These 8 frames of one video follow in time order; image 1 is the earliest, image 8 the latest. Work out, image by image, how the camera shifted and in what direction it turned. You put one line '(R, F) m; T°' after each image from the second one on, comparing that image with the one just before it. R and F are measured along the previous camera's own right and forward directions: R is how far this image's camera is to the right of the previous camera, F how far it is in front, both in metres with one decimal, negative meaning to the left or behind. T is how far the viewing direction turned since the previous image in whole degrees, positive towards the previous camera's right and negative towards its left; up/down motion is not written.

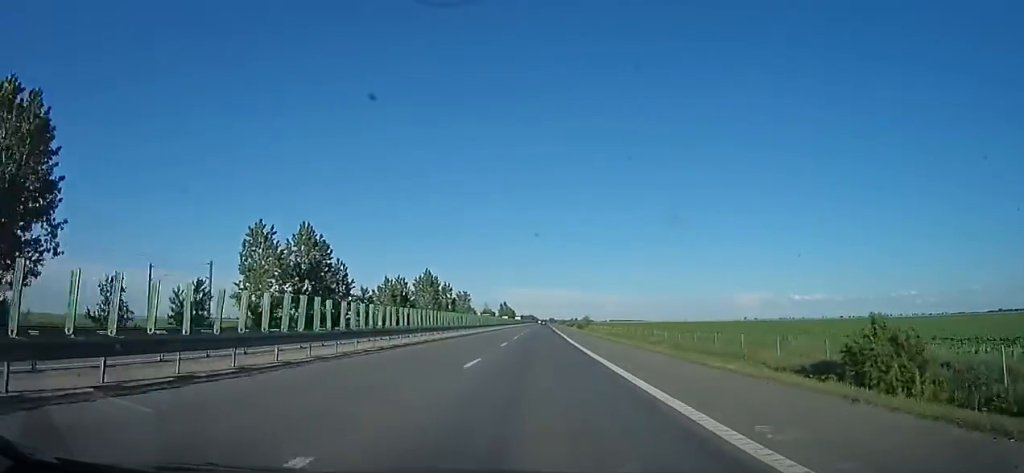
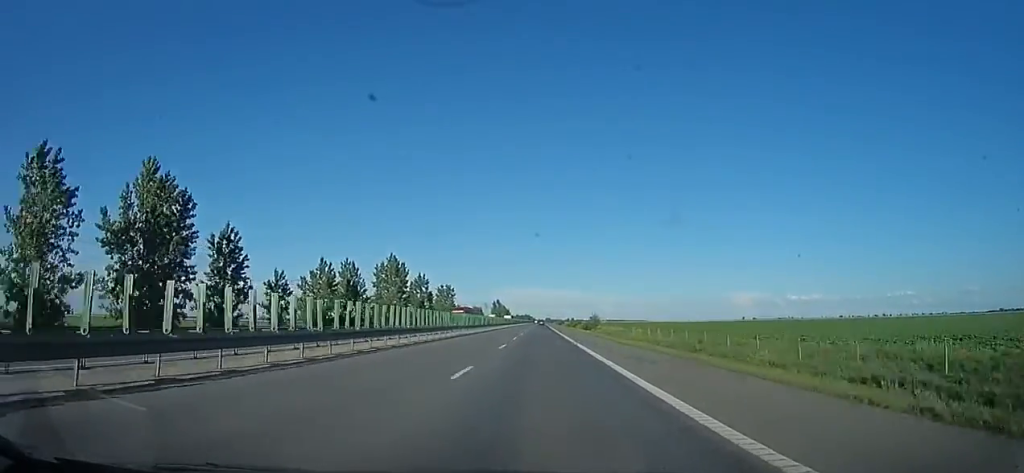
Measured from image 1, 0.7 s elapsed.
(+0.1, +26.6) m; 0°
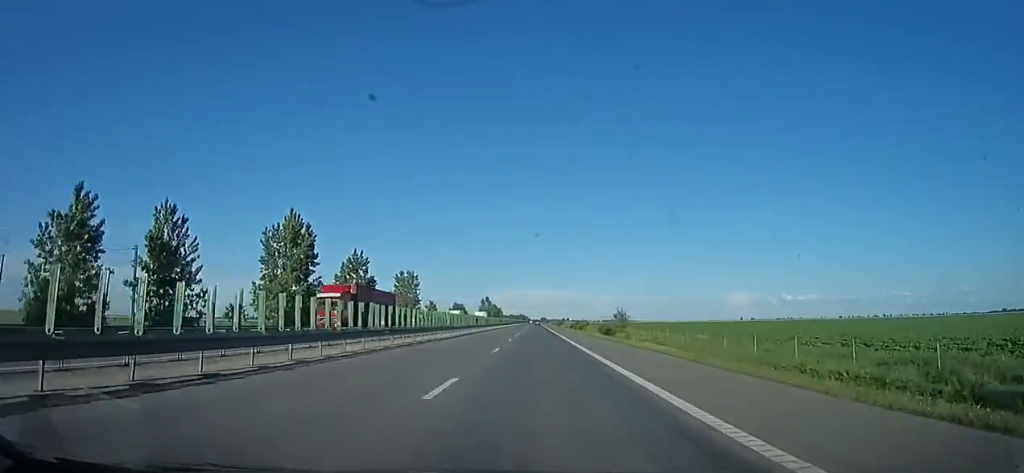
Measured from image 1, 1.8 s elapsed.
(0.0, +38.6) m; 0°
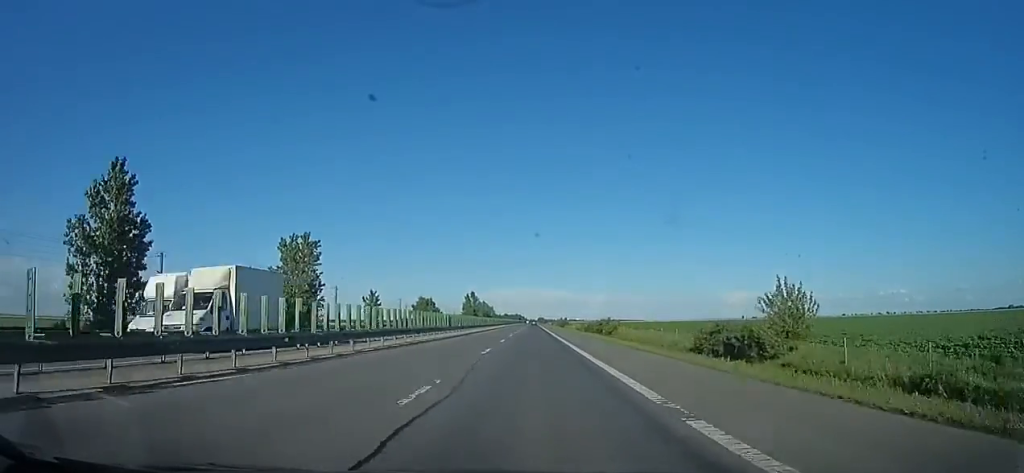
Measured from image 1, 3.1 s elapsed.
(0.0, +48.1) m; 0°
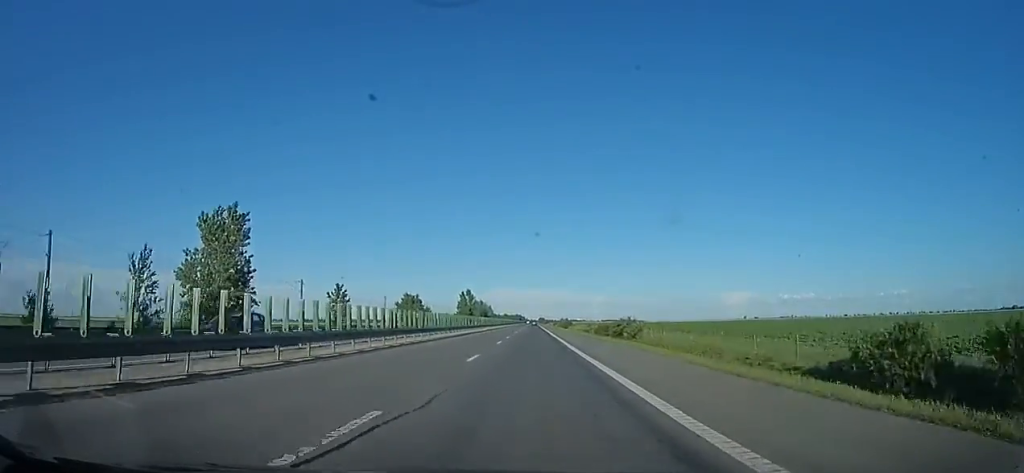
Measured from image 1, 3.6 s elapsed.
(0.0, +15.7) m; 0°
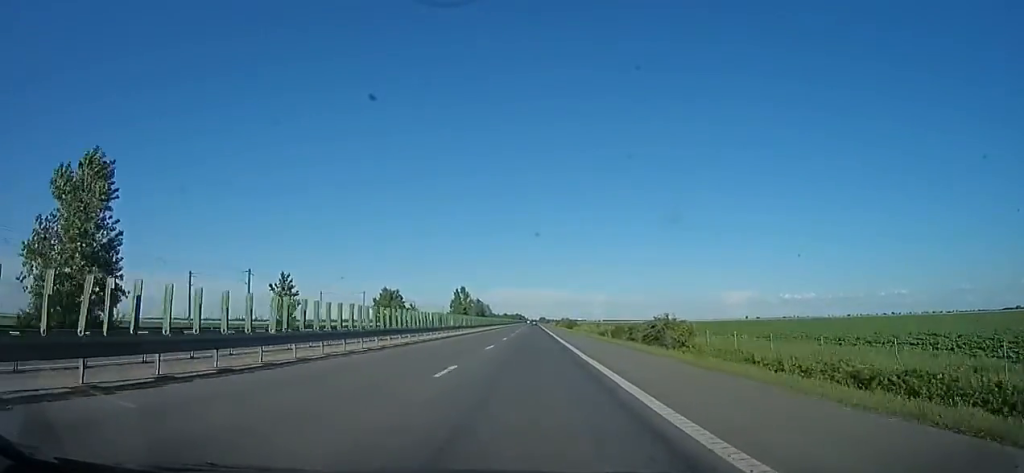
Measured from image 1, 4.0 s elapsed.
(-0.1, +16.8) m; 0°
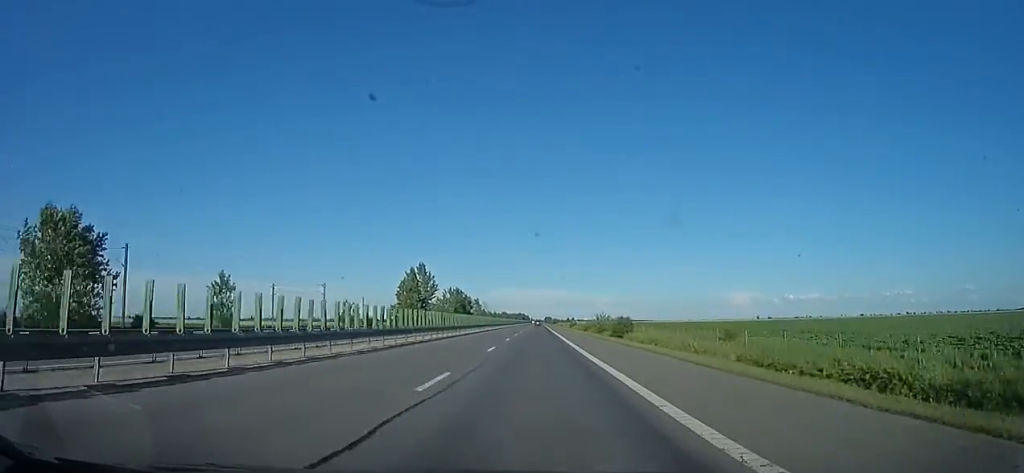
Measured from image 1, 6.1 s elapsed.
(+0.1, +73.4) m; 0°
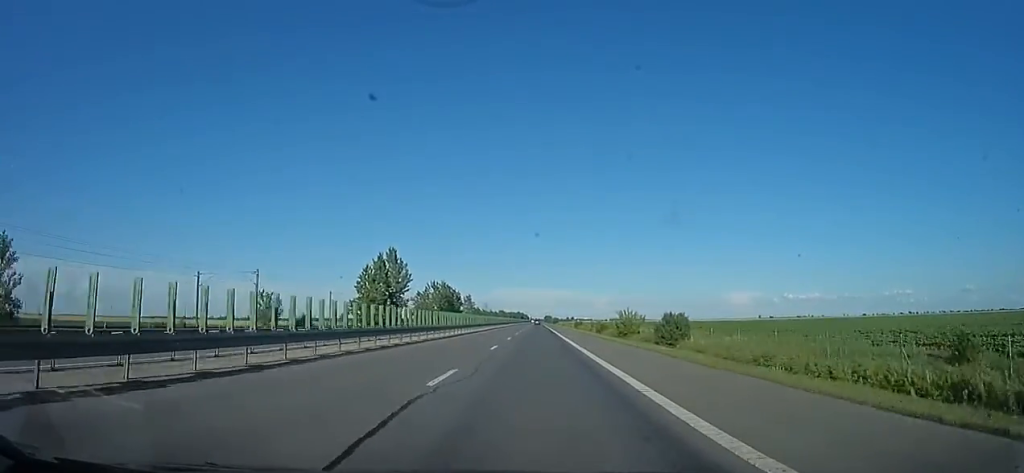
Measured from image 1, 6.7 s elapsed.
(0.0, +23.1) m; 0°
